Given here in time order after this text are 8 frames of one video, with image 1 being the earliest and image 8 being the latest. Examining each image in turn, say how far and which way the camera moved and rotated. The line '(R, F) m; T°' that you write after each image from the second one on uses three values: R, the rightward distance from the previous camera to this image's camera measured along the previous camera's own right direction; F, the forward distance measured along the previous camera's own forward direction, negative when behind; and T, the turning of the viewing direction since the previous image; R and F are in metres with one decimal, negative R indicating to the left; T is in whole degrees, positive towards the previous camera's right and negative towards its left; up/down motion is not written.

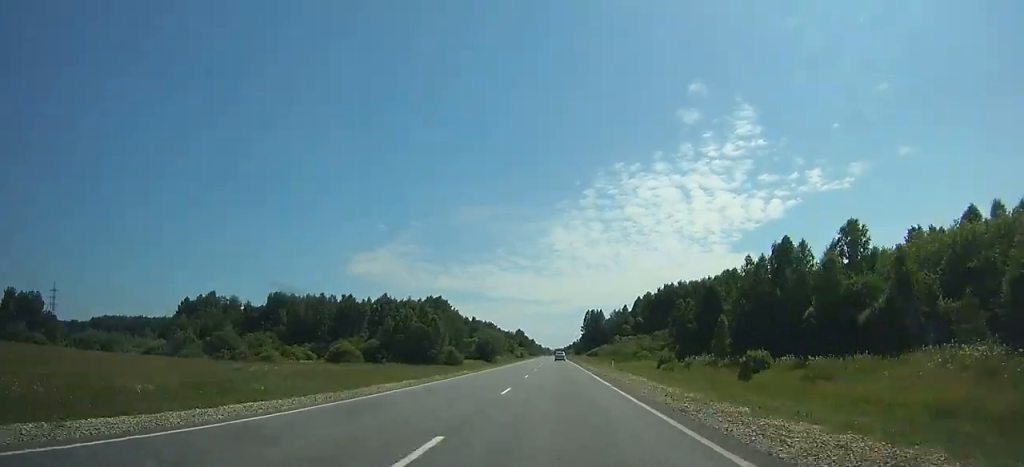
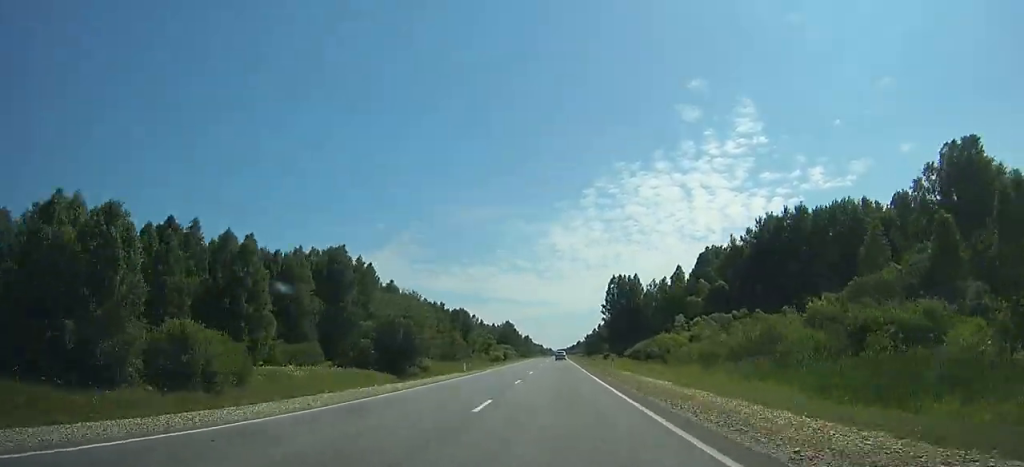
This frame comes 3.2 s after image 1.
(-0.1, +100.8) m; 0°
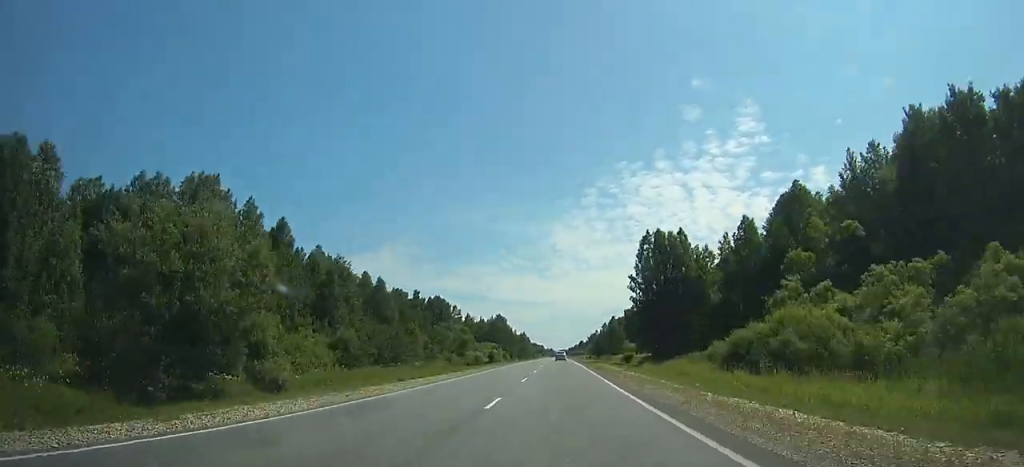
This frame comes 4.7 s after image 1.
(0.0, +47.4) m; 0°
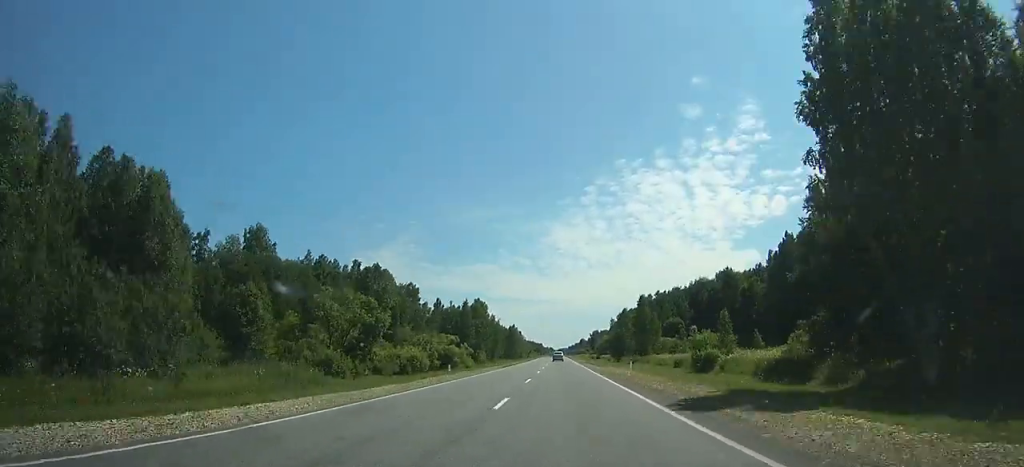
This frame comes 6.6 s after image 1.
(-0.1, +60.1) m; 0°
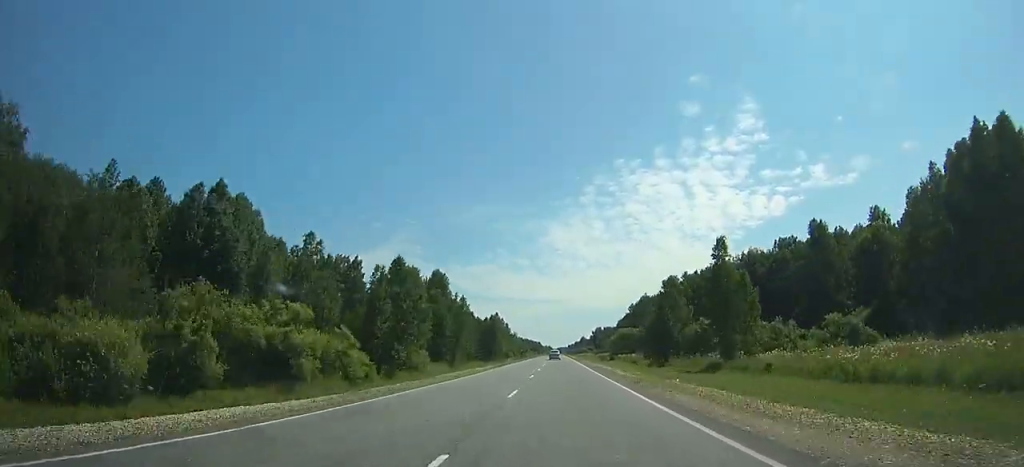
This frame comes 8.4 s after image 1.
(0.0, +56.7) m; 0°
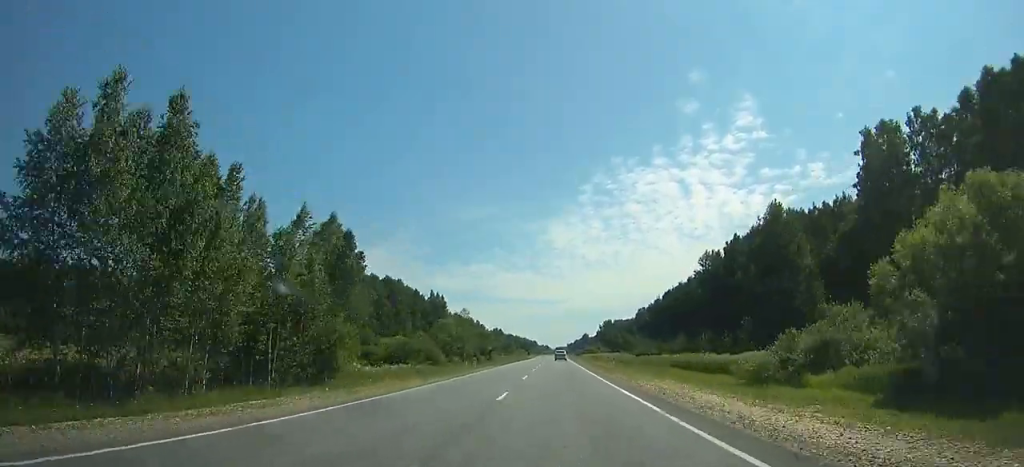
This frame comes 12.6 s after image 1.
(+0.1, +131.6) m; 0°
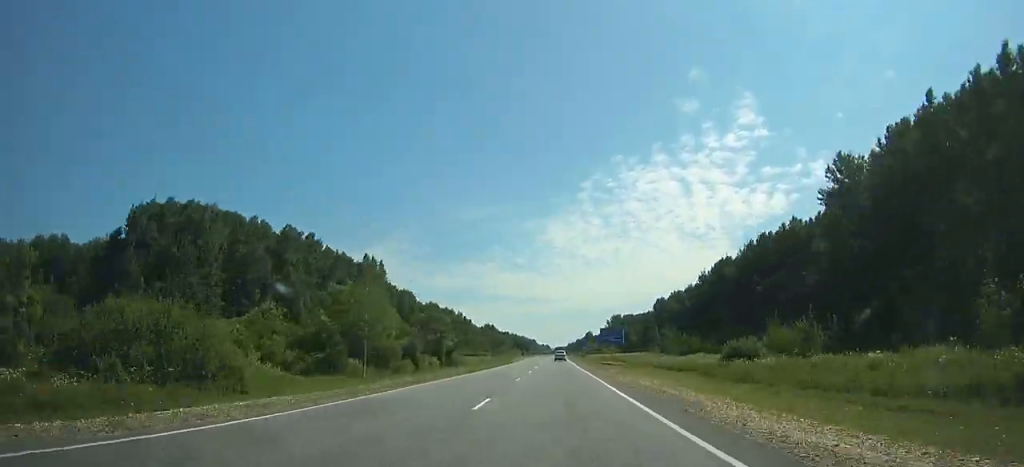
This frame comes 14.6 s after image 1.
(0.0, +61.6) m; 0°
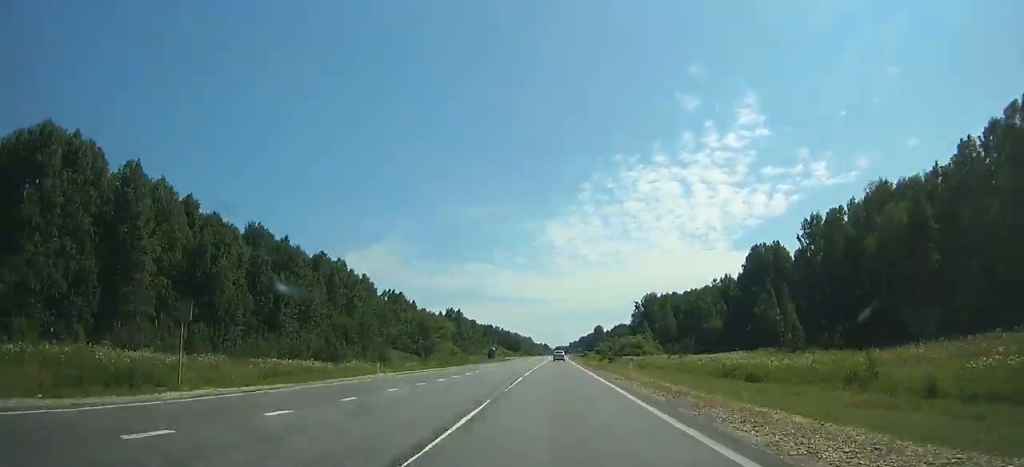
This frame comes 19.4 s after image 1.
(+1.1, +145.4) m; 0°
